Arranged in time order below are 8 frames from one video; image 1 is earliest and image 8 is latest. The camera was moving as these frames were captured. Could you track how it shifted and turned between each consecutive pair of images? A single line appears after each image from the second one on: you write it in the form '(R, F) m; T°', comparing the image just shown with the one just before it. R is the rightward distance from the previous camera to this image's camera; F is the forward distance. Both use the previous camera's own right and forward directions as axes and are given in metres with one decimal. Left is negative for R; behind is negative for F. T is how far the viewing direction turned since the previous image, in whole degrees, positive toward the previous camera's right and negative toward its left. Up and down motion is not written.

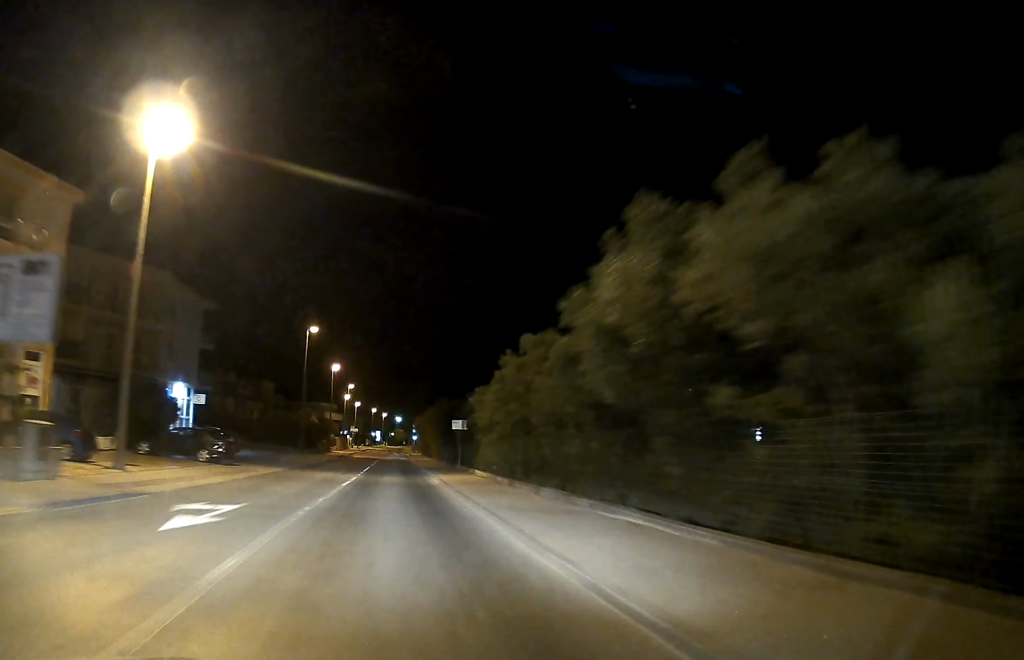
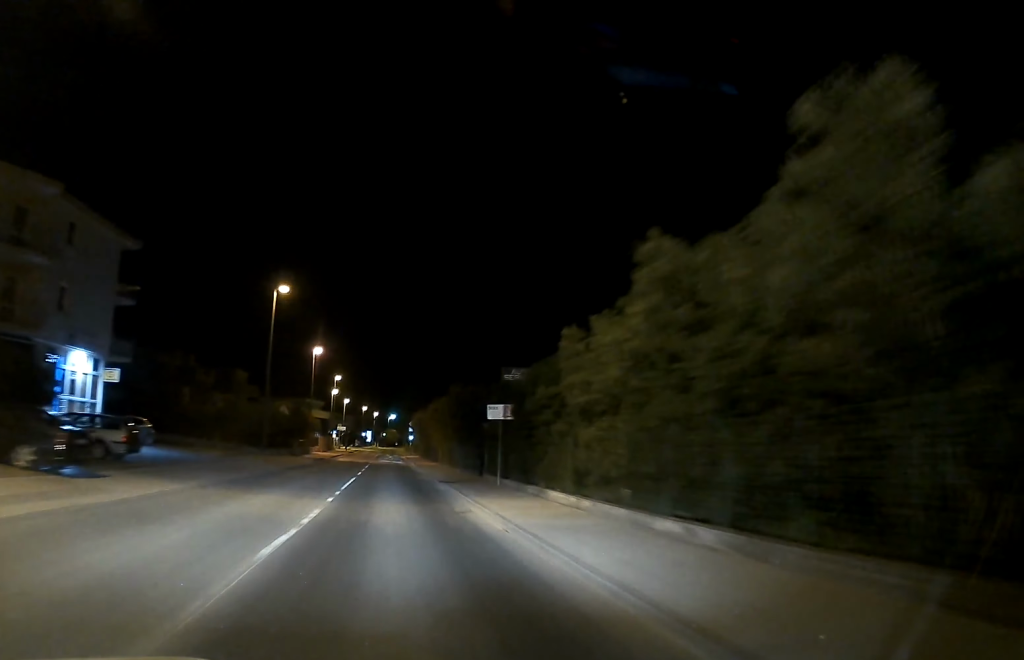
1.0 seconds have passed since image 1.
(-0.1, +14.2) m; 0°
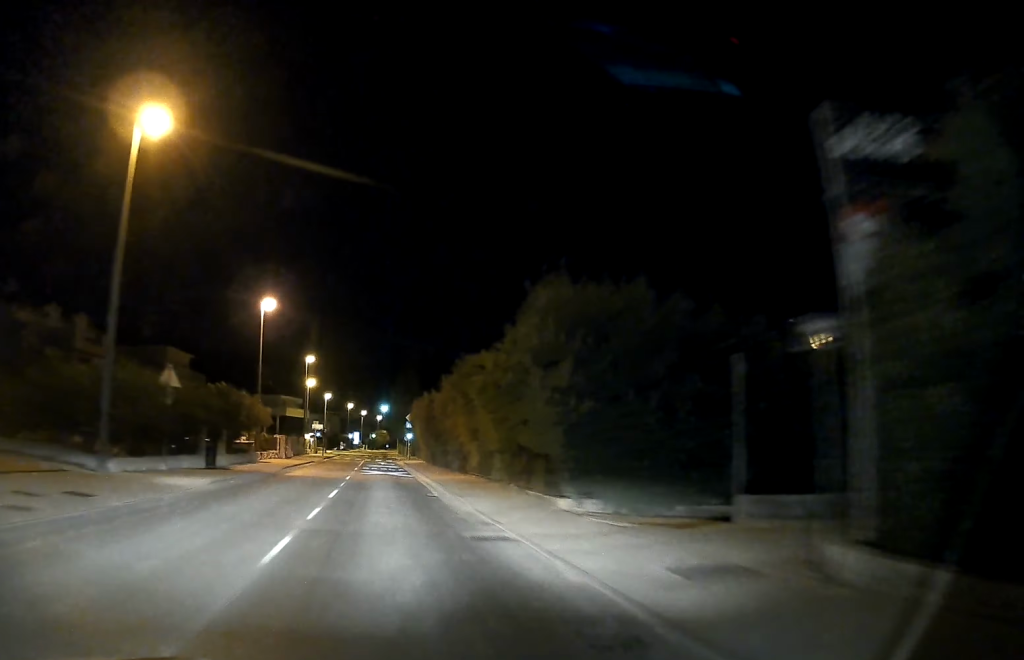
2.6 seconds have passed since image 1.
(+0.1, +20.9) m; 0°
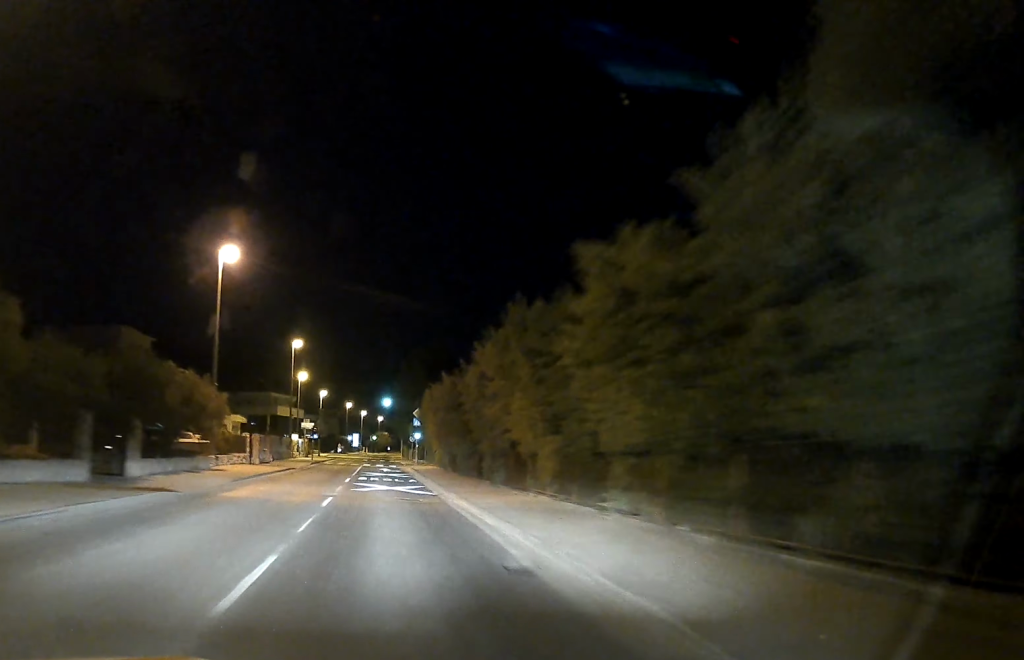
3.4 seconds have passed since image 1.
(-0.1, +10.7) m; 0°
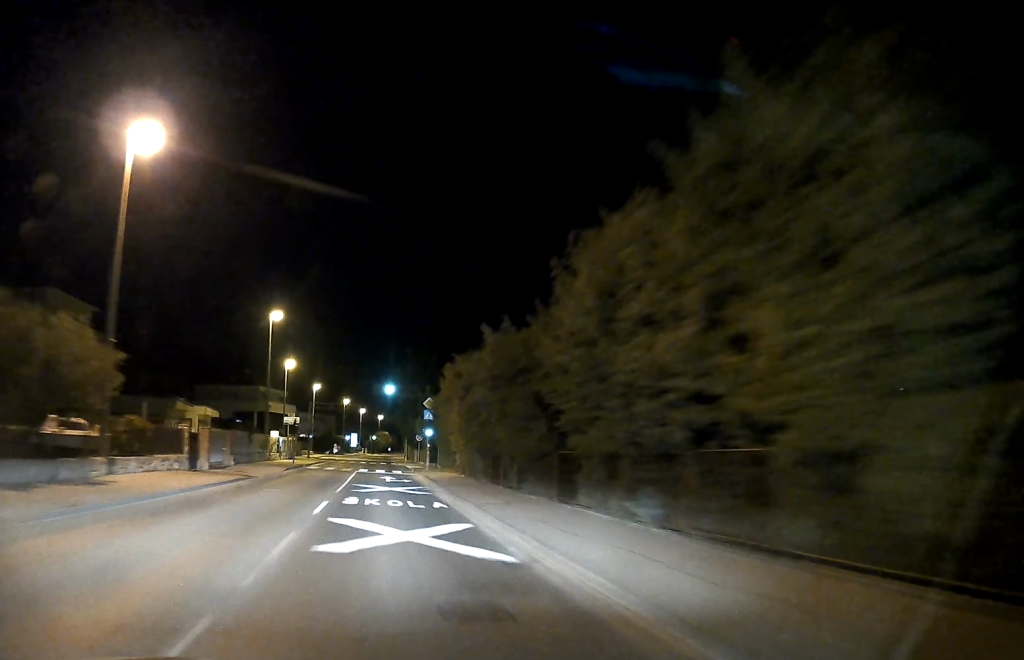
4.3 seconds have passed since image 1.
(+0.1, +12.5) m; +1°
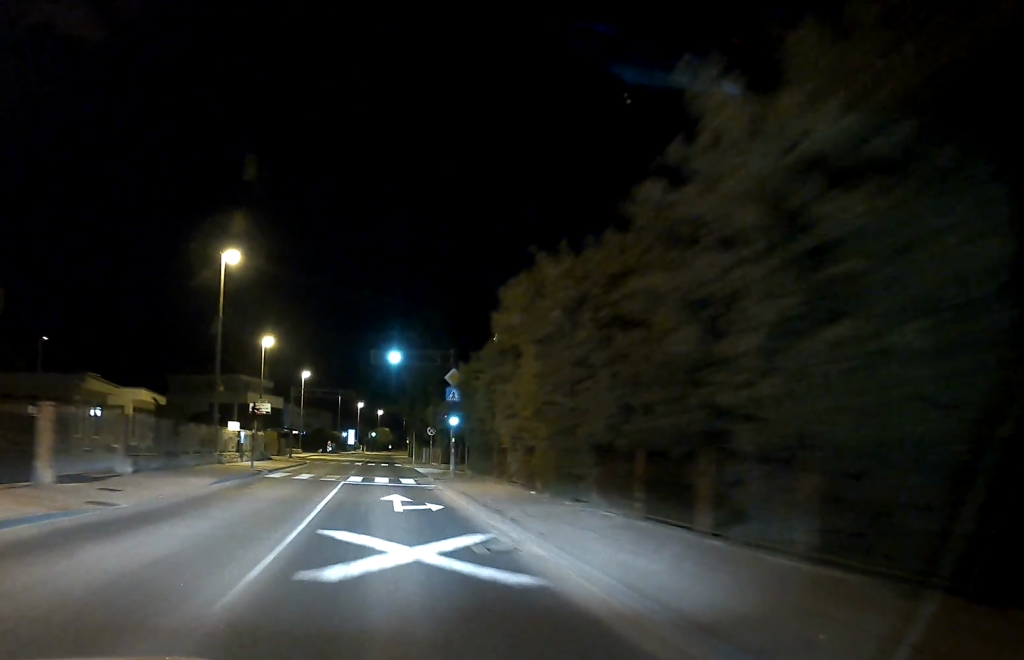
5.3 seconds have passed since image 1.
(+0.3, +14.9) m; +2°
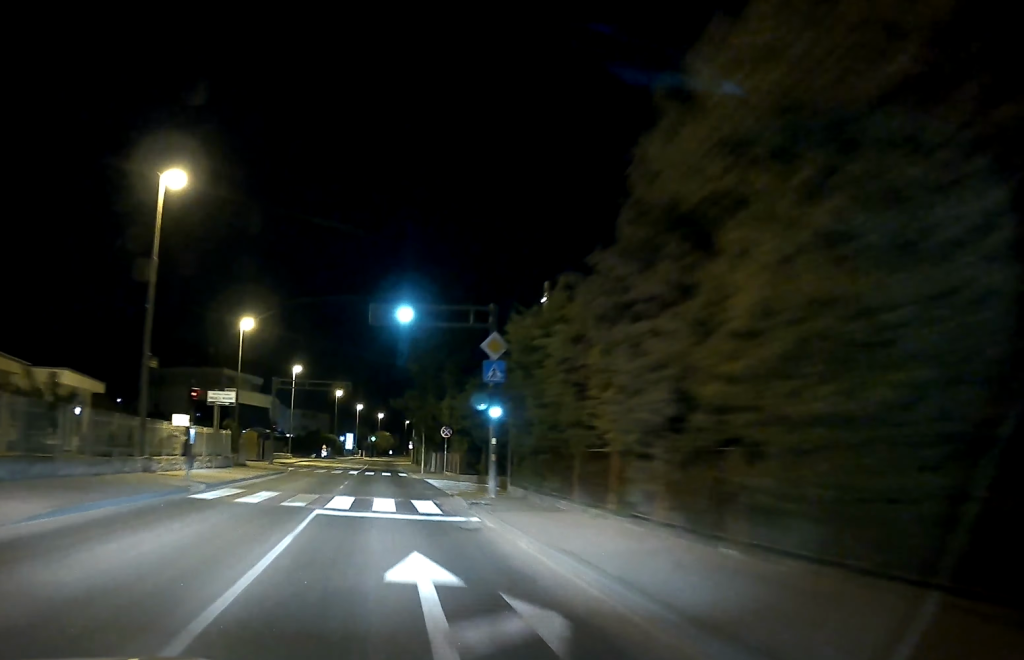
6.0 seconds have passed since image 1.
(+0.1, +10.9) m; 0°
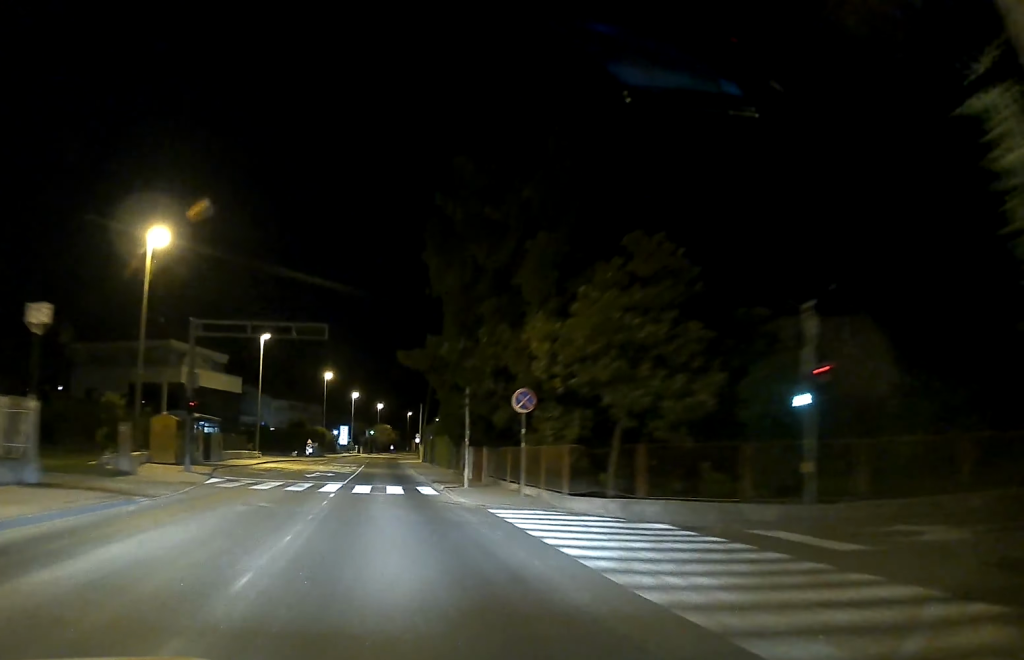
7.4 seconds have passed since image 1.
(0.0, +22.7) m; -1°
